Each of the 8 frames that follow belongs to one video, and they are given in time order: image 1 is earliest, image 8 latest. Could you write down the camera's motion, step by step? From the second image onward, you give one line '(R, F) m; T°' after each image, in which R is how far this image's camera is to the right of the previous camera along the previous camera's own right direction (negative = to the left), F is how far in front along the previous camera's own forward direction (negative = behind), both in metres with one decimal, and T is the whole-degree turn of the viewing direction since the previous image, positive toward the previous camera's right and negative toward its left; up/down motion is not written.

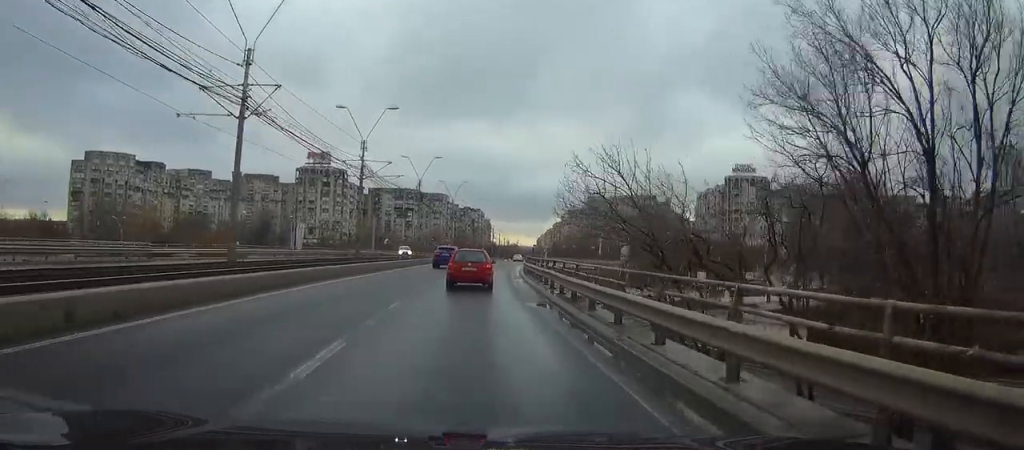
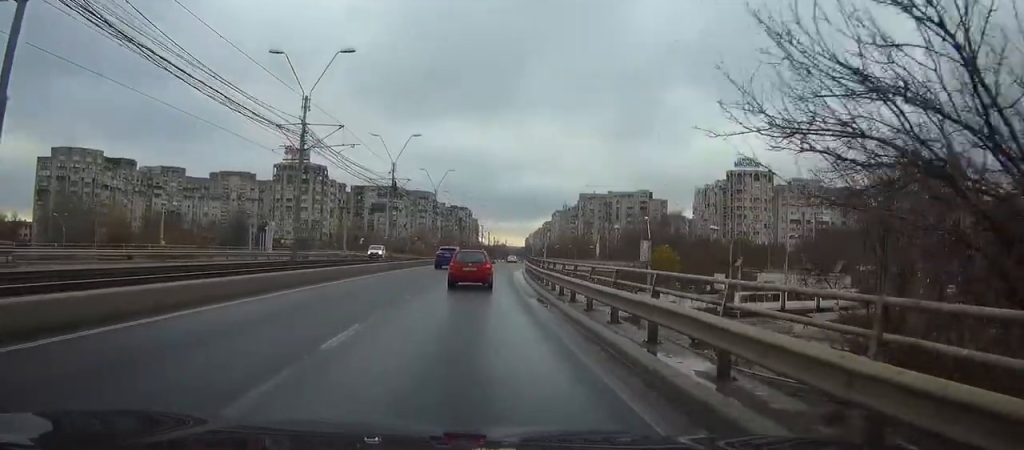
(+0.1, +15.3) m; +1°
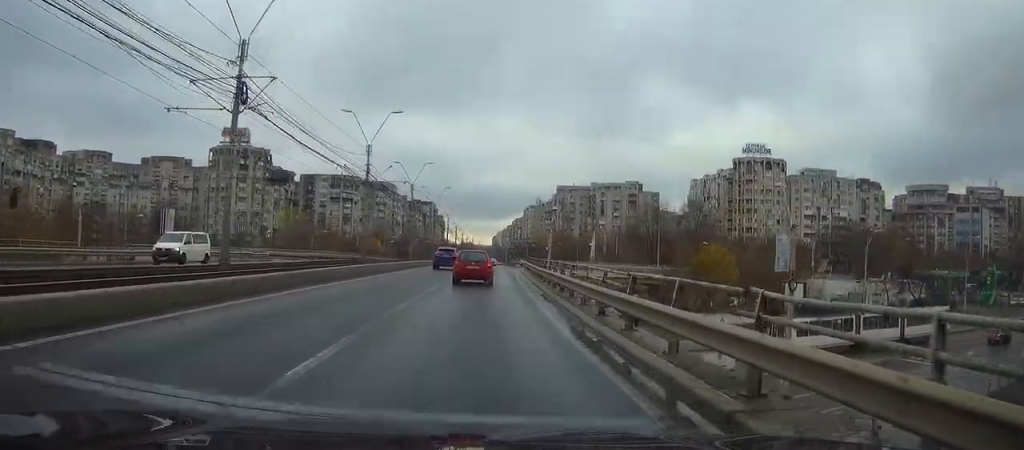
(+1.0, +36.9) m; +3°
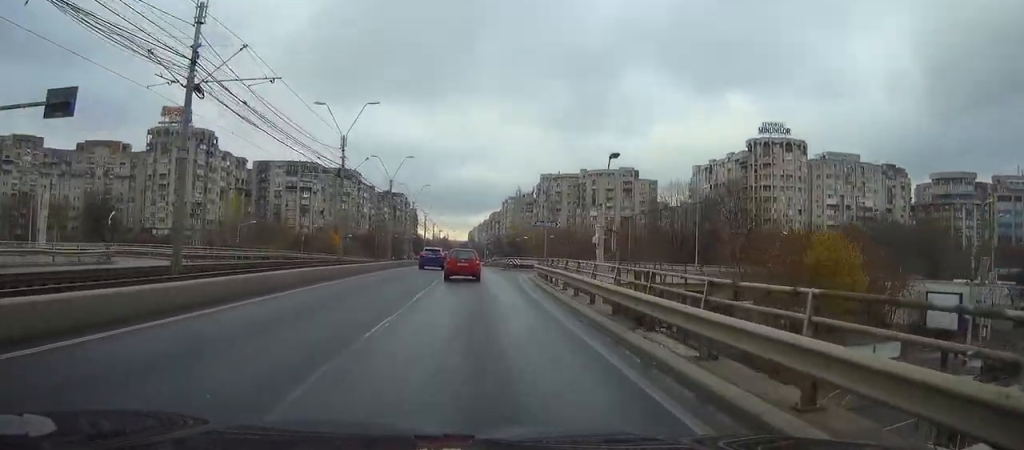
(+0.6, +31.0) m; +2°
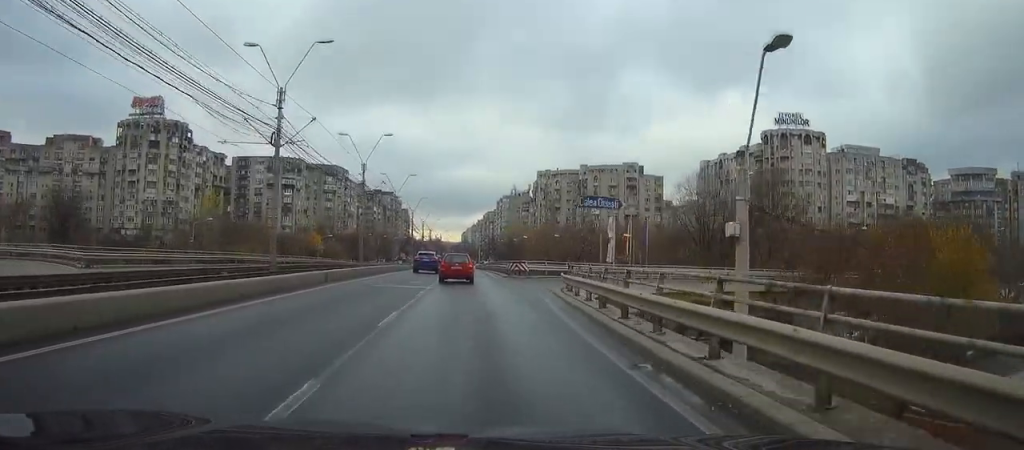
(+0.2, +15.3) m; 0°
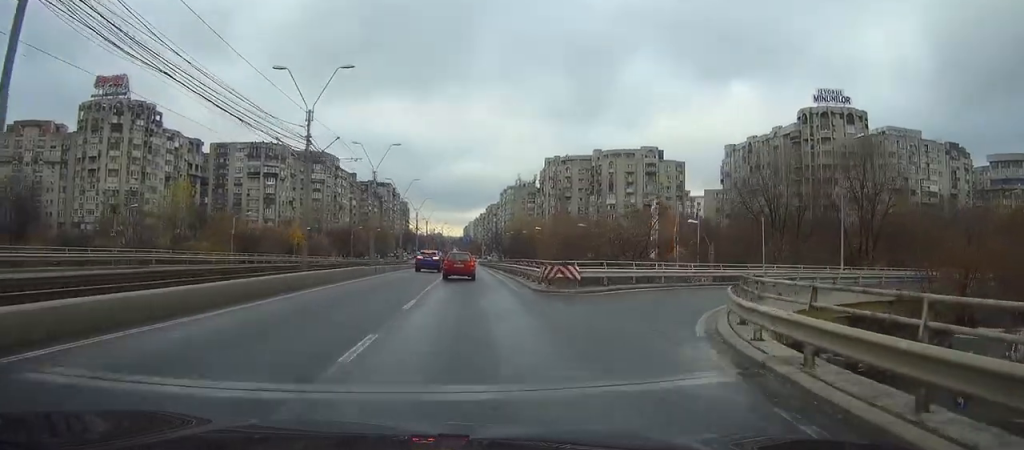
(+0.1, +21.7) m; 0°
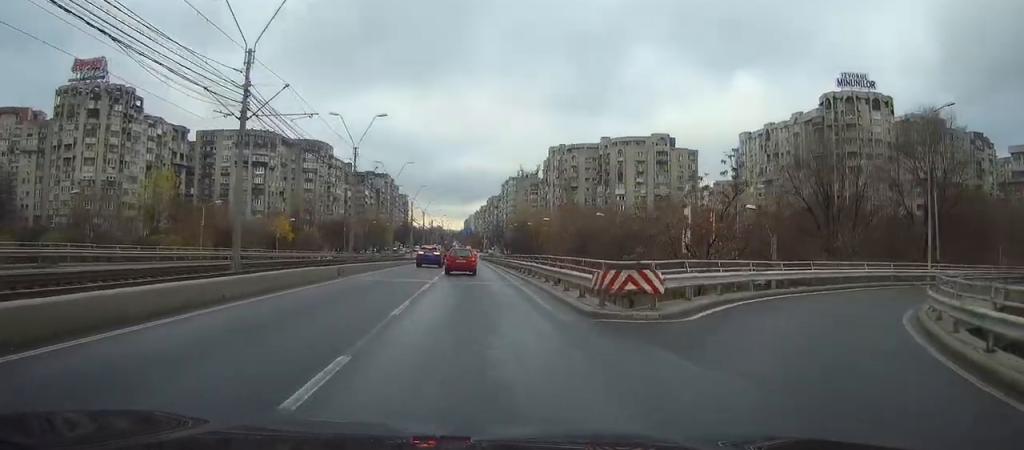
(0.0, +11.4) m; 0°
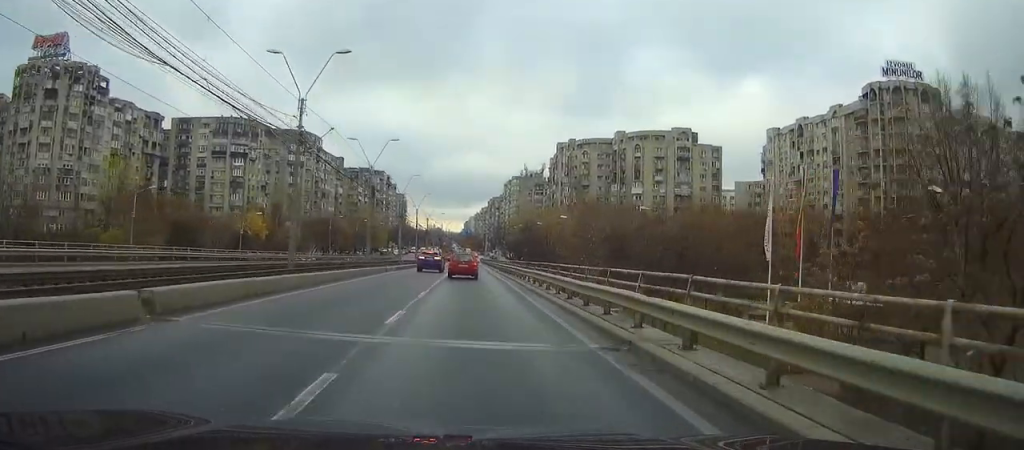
(0.0, +18.4) m; 0°
